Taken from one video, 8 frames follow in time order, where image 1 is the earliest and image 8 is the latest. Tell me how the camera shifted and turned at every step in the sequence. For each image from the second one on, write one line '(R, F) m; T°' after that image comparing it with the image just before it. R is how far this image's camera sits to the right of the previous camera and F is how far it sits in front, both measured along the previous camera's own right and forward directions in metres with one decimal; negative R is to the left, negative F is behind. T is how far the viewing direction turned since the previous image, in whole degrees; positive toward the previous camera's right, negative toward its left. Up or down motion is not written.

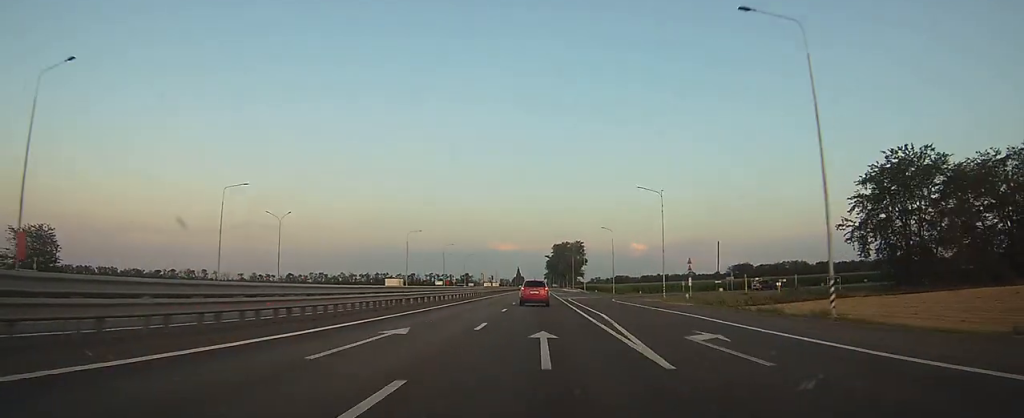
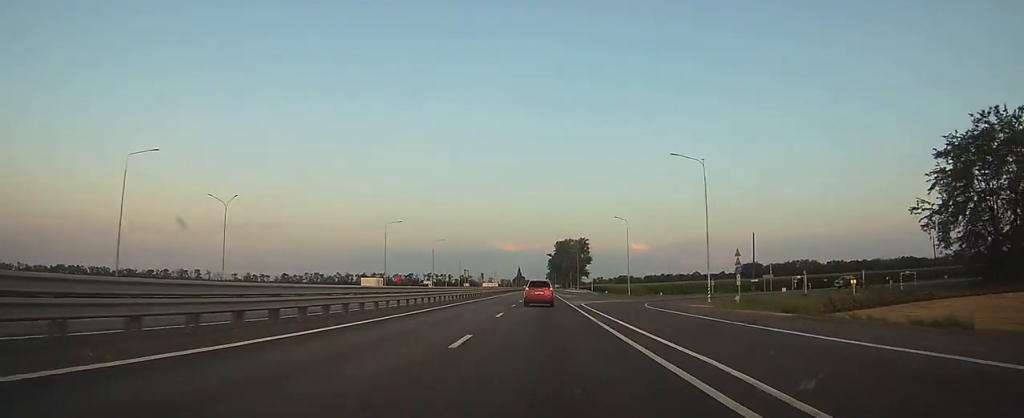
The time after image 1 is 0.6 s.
(0.0, +16.9) m; 0°
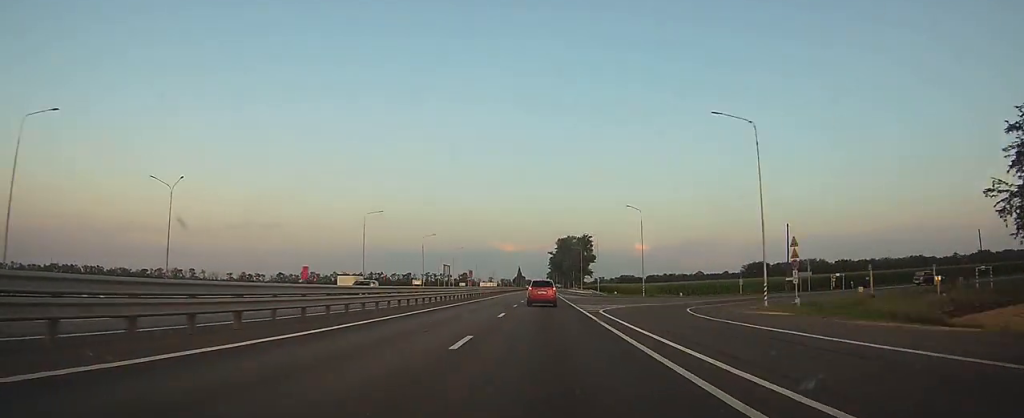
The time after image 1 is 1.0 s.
(-0.1, +12.2) m; 0°
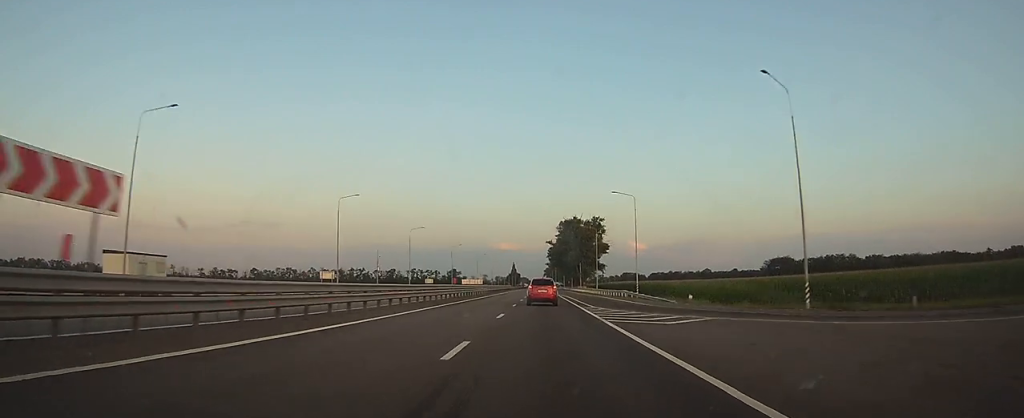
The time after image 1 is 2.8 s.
(-0.1, +50.0) m; 0°
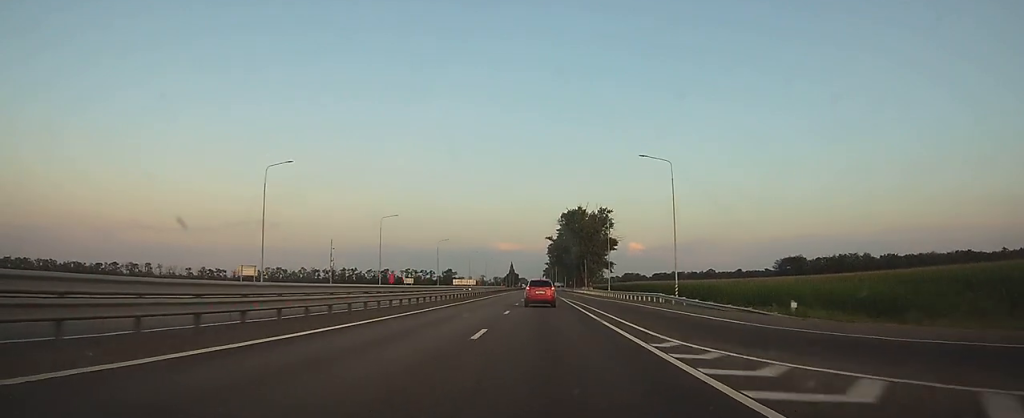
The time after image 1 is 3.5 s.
(0.0, +19.9) m; 0°
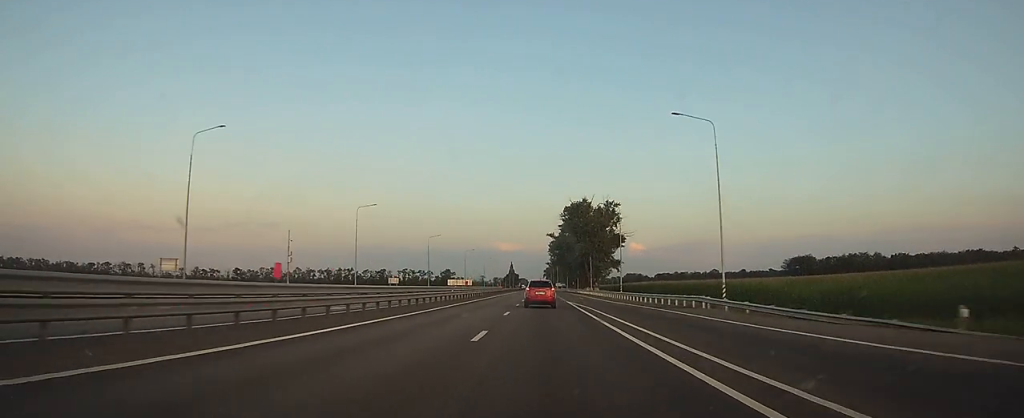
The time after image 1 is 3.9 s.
(0.0, +12.3) m; 0°
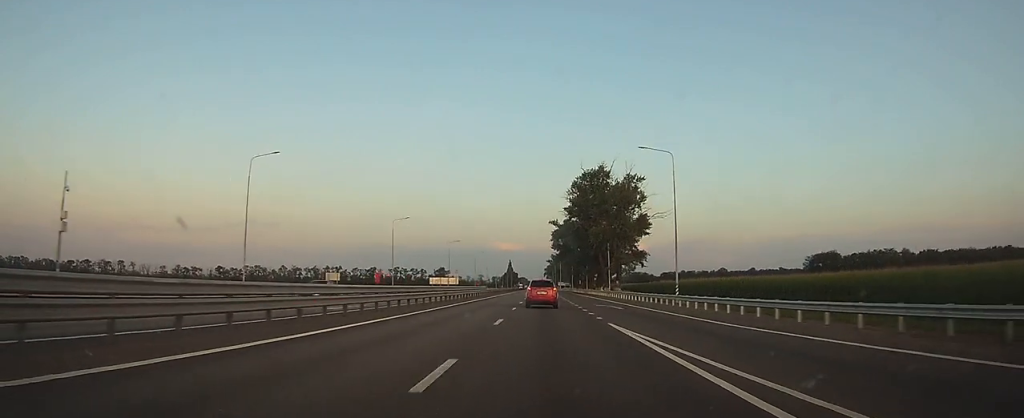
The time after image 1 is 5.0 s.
(+0.1, +30.4) m; 0°
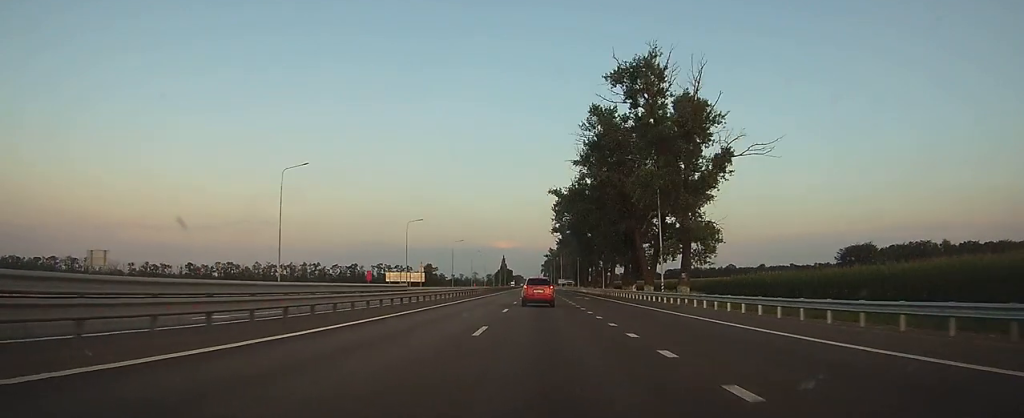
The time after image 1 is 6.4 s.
(-0.1, +40.7) m; 0°
